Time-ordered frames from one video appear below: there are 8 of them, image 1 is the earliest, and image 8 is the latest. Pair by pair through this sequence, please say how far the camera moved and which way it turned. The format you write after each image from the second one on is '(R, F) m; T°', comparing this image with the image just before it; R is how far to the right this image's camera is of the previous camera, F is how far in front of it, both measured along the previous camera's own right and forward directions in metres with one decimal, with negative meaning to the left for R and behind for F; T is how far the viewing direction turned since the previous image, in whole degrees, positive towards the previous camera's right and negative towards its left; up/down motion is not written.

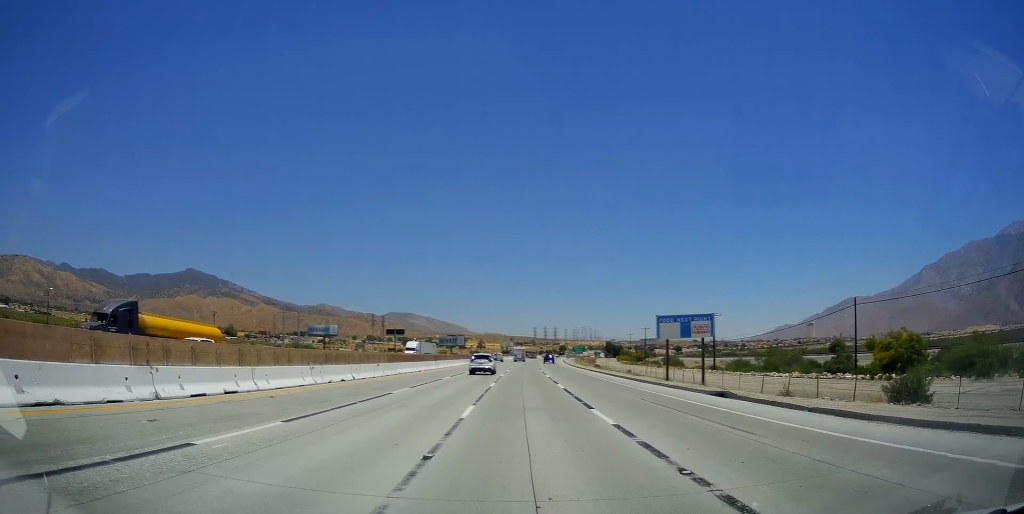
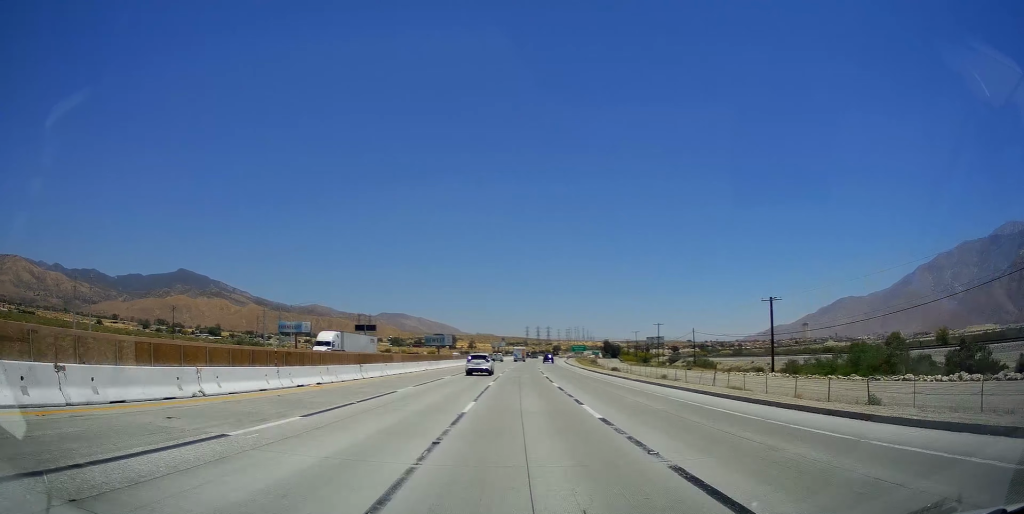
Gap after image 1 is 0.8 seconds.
(+0.2, +27.2) m; +1°
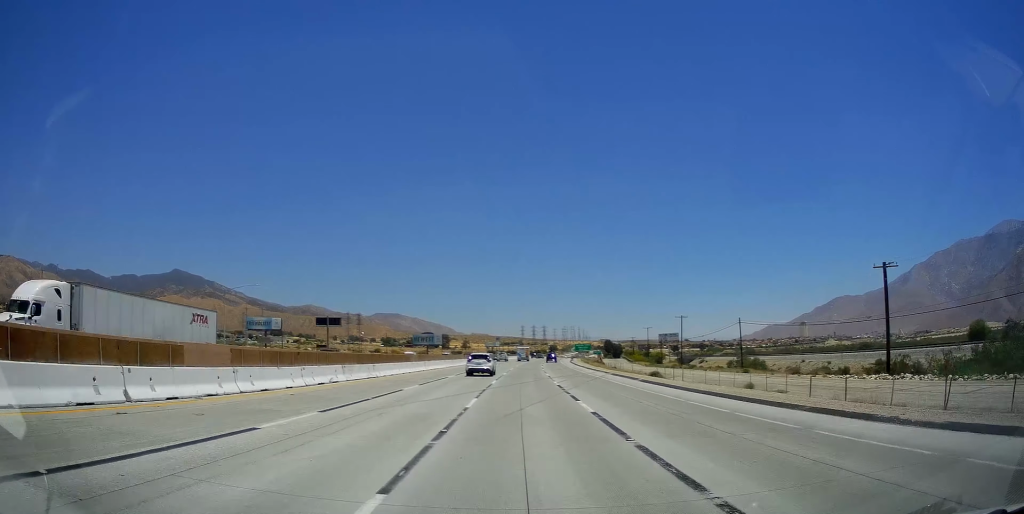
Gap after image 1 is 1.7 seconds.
(+0.3, +26.9) m; +1°
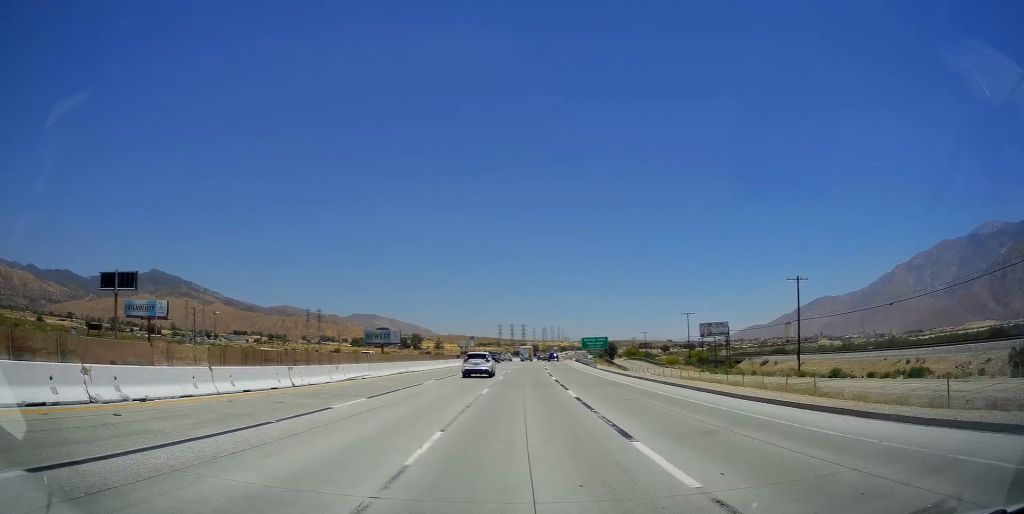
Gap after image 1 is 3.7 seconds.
(+0.5, +67.0) m; +2°
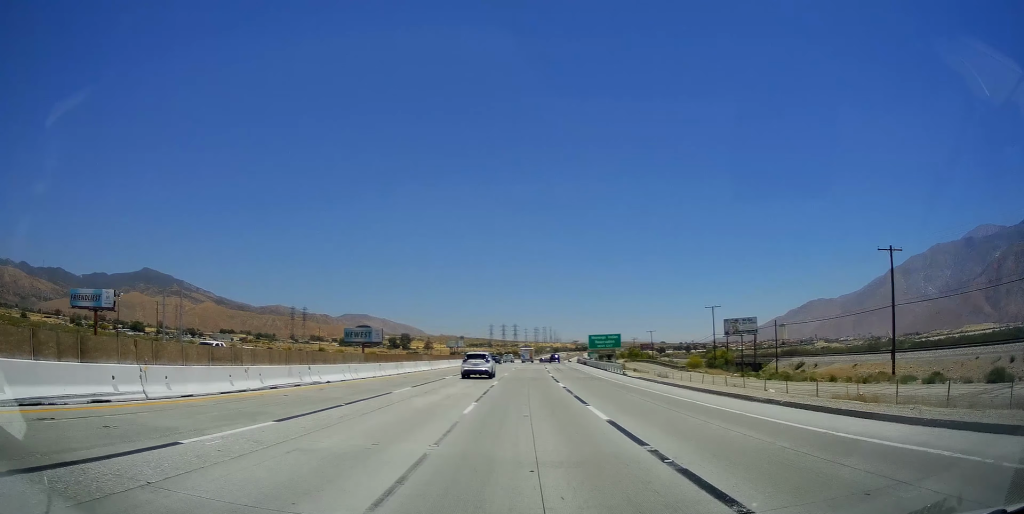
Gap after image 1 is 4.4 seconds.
(+0.5, +23.7) m; +1°
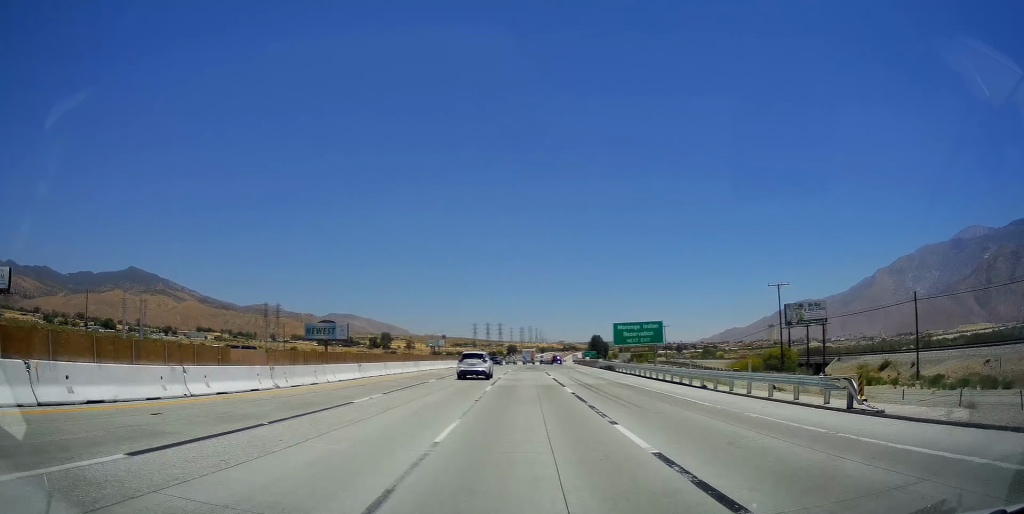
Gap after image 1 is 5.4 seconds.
(+0.5, +35.6) m; +1°
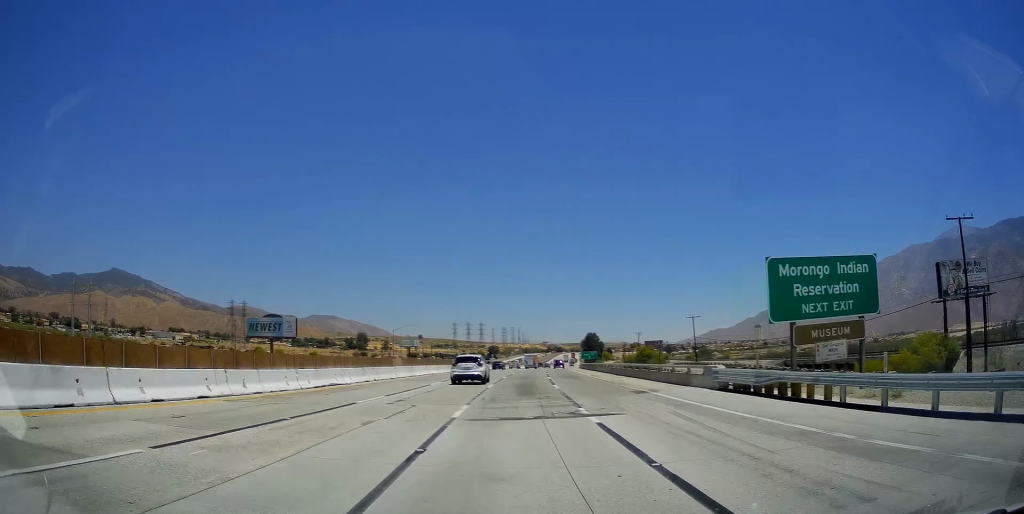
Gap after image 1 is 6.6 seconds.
(+0.3, +39.1) m; +1°
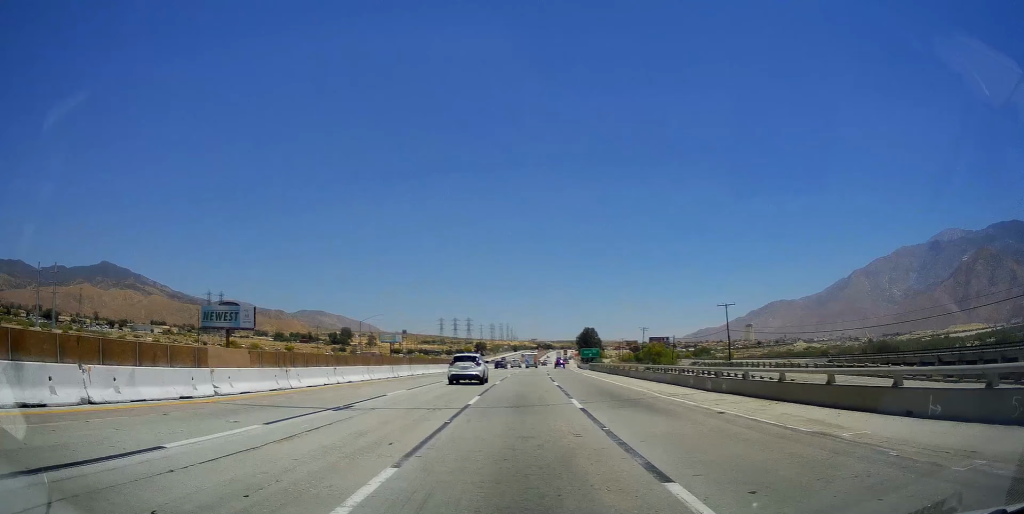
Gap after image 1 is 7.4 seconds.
(-0.2, +23.8) m; +1°
